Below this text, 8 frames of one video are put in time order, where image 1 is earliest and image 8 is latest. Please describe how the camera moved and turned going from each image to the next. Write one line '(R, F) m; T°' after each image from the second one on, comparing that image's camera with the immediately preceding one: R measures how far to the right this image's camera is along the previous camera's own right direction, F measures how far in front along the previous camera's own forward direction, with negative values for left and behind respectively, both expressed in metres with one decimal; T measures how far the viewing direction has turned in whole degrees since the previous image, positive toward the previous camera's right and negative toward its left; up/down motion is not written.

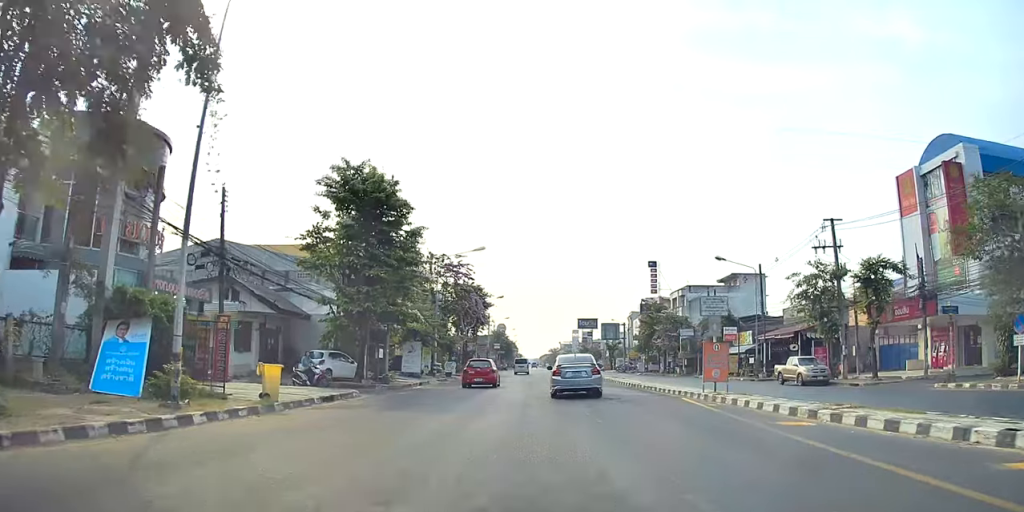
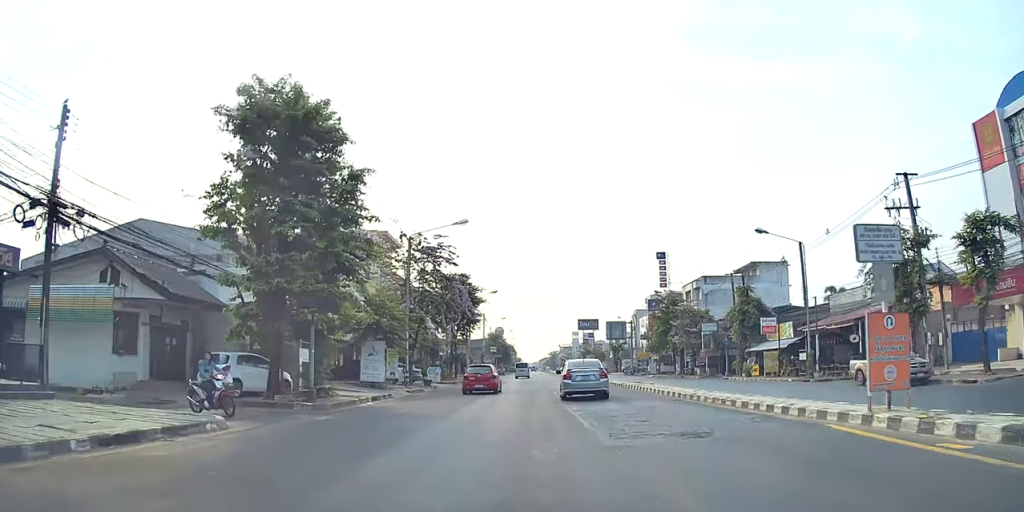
(-0.1, +9.8) m; -1°
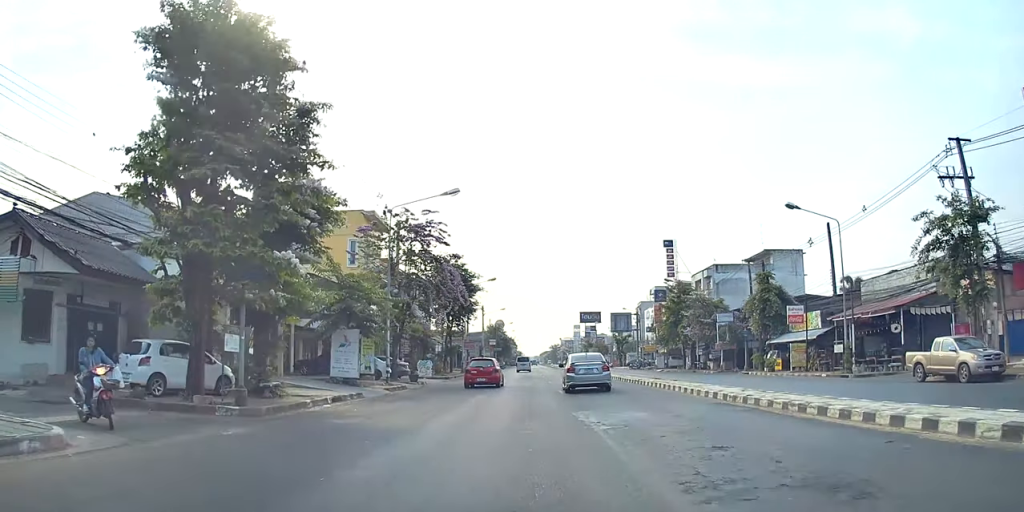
(-0.1, +5.1) m; -1°
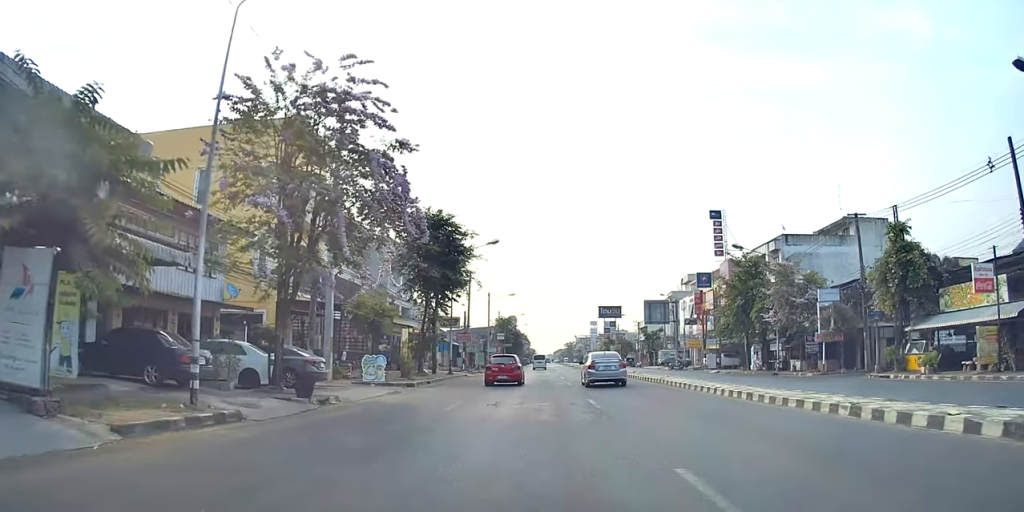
(-0.4, +19.1) m; -1°
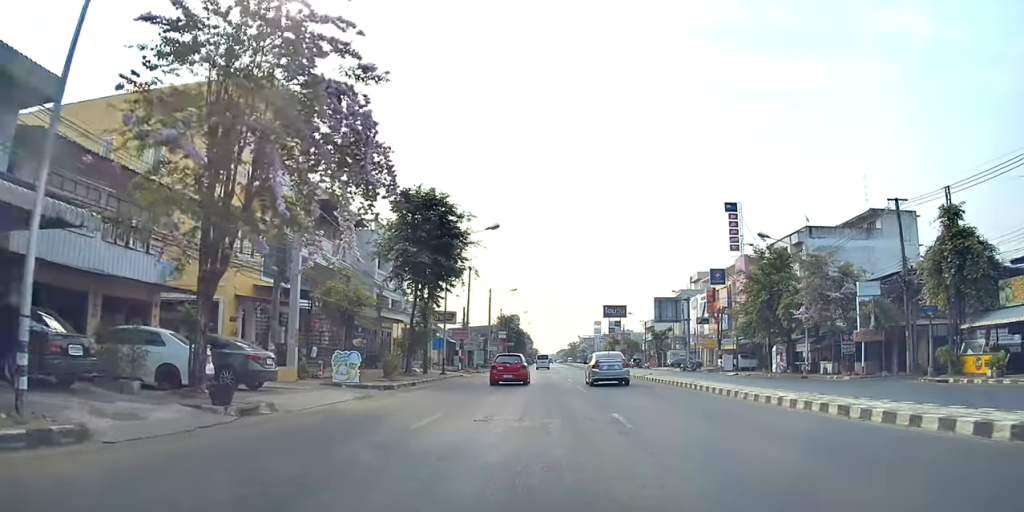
(-0.2, +4.9) m; 0°
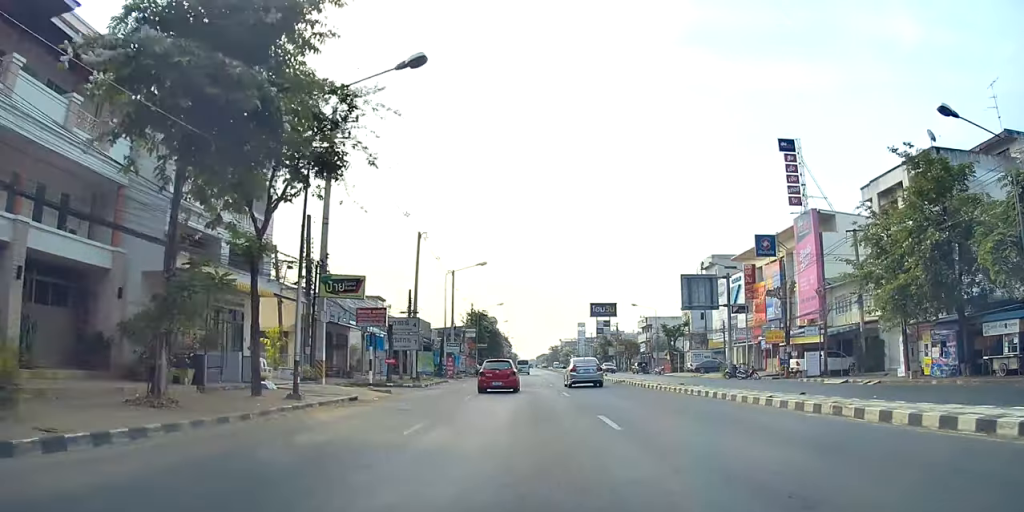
(+0.4, +23.6) m; +1°
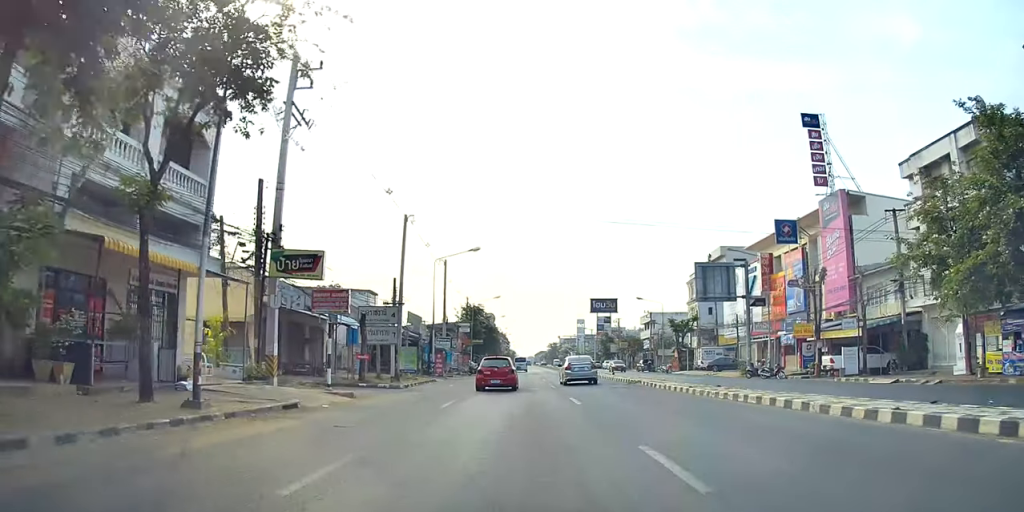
(+0.2, +5.5) m; +1°
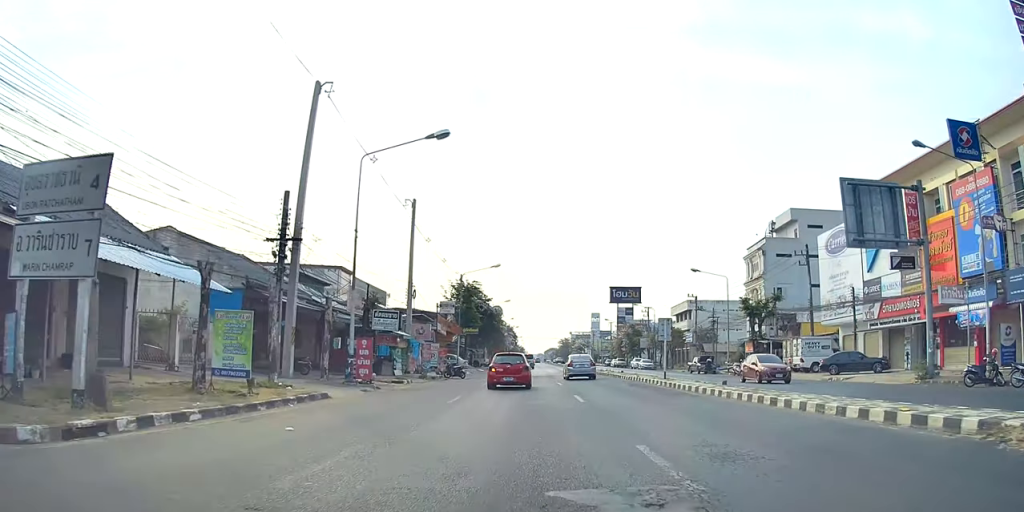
(+0.3, +23.8) m; -1°
